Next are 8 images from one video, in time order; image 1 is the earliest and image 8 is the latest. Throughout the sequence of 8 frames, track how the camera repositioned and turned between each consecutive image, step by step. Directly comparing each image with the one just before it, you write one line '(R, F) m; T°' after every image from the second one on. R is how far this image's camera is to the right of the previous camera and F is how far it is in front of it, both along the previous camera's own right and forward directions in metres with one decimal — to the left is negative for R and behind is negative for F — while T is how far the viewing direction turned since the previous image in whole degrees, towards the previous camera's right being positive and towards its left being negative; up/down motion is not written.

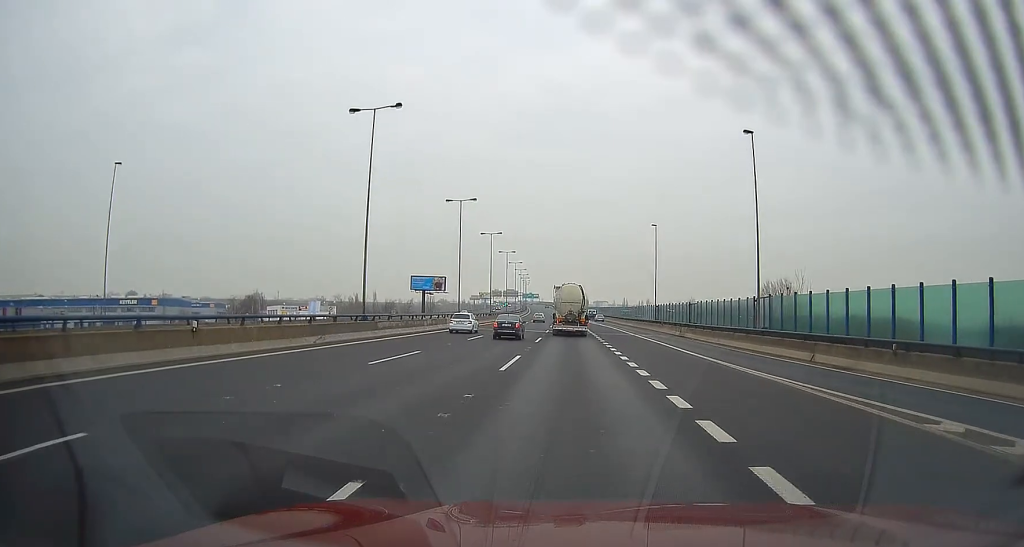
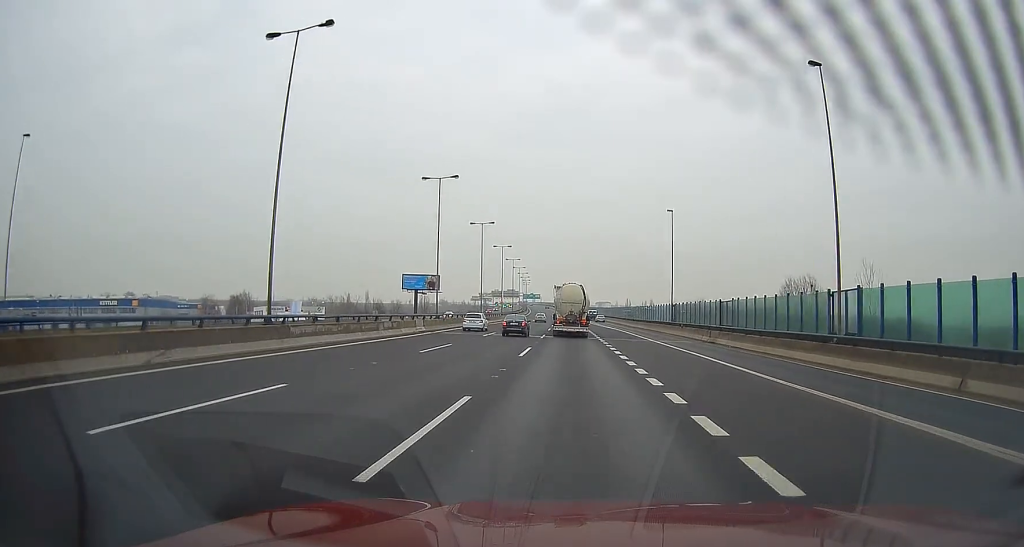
(0.0, +12.0) m; 0°
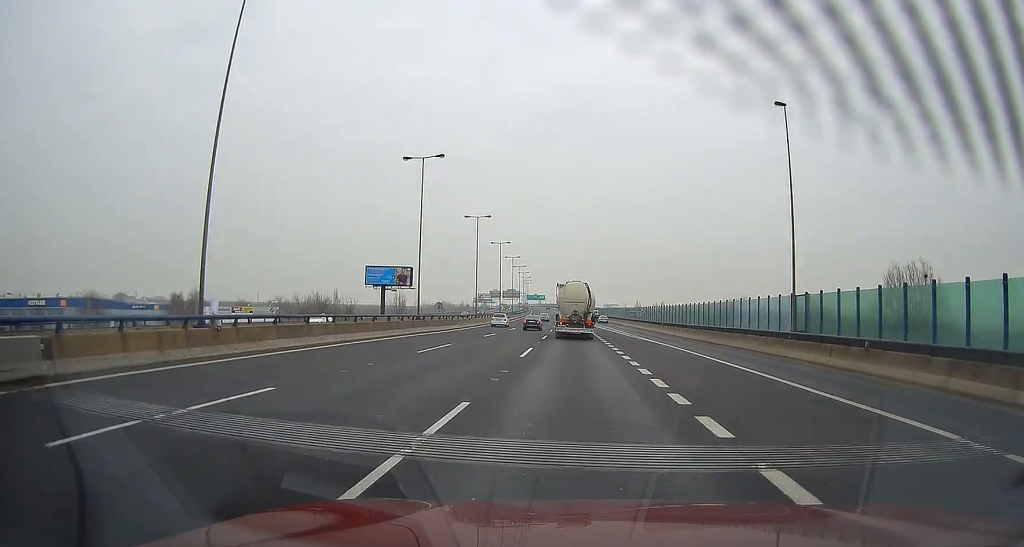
(-0.2, +37.9) m; 0°
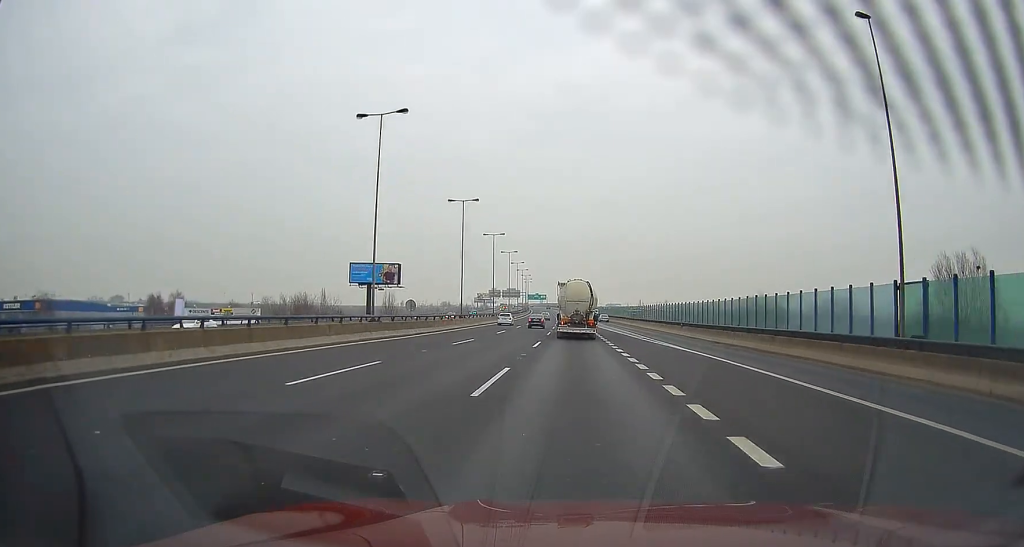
(0.0, +11.7) m; 0°
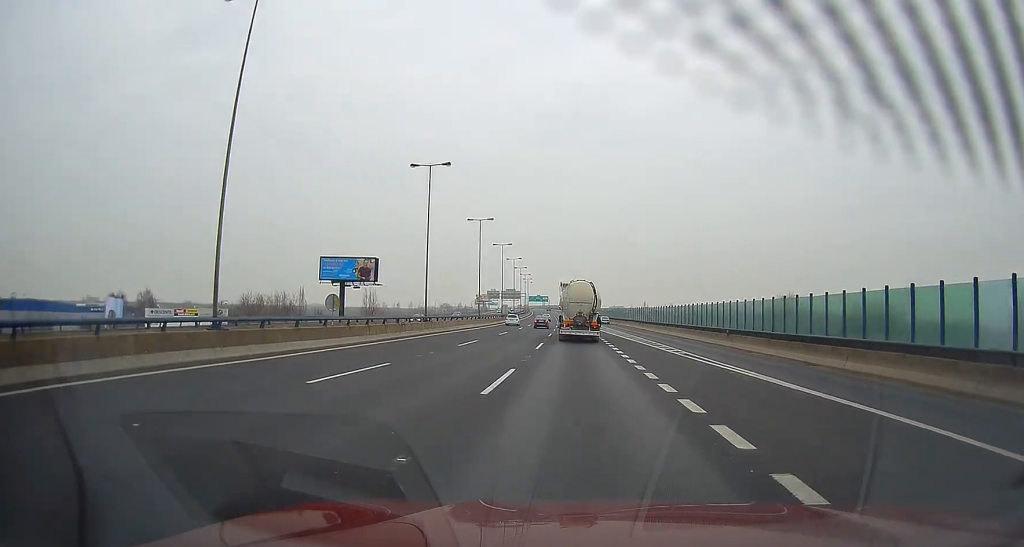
(0.0, +17.9) m; 0°
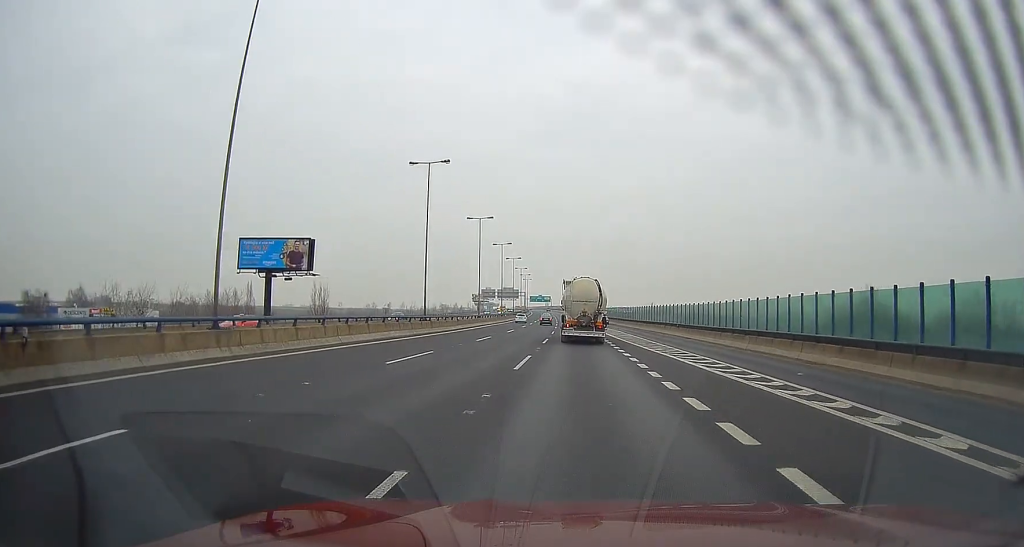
(+0.2, +31.7) m; 0°
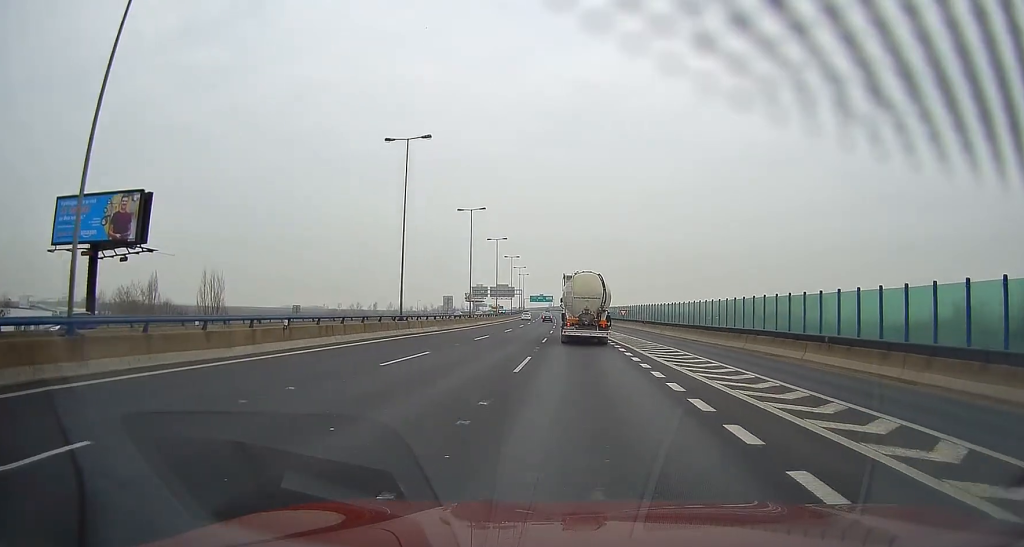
(-0.7, +37.7) m; -2°
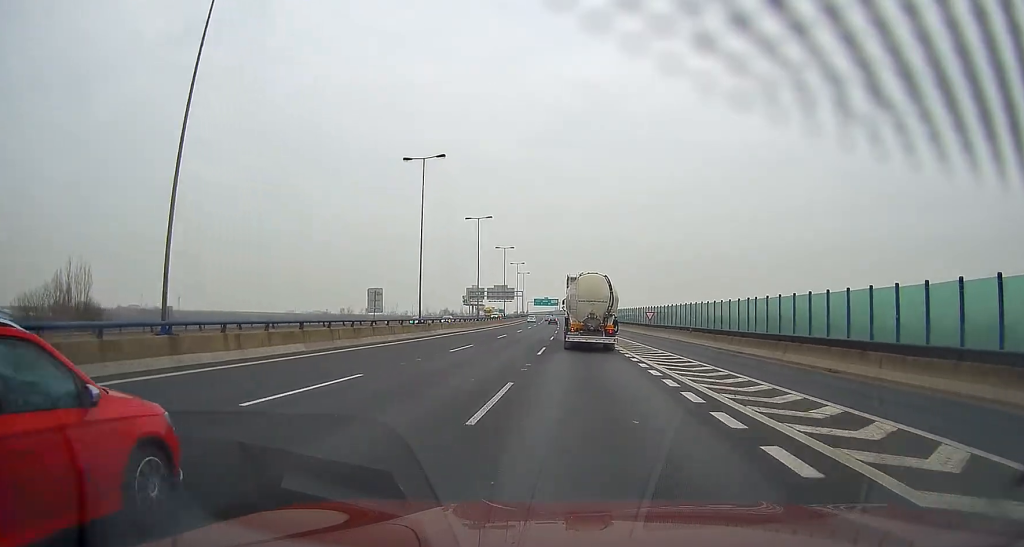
(-0.2, +26.6) m; 0°
